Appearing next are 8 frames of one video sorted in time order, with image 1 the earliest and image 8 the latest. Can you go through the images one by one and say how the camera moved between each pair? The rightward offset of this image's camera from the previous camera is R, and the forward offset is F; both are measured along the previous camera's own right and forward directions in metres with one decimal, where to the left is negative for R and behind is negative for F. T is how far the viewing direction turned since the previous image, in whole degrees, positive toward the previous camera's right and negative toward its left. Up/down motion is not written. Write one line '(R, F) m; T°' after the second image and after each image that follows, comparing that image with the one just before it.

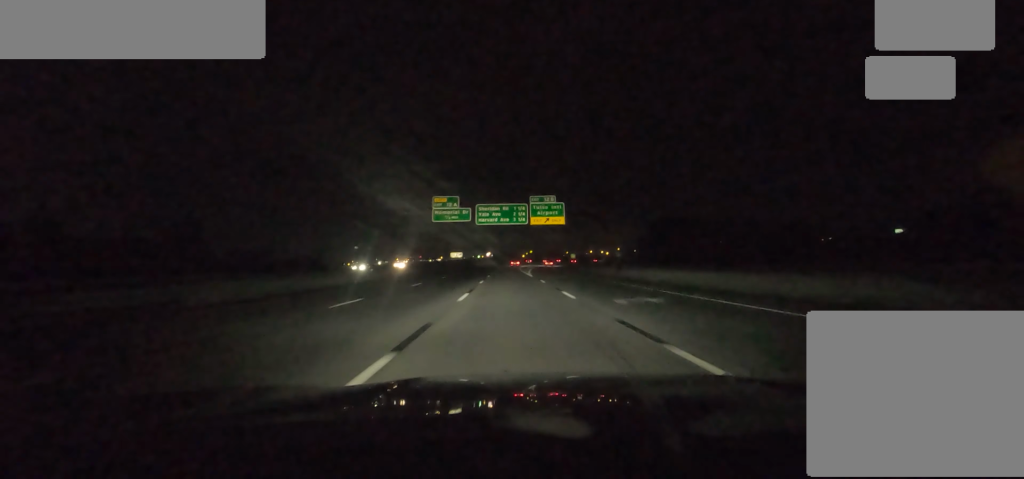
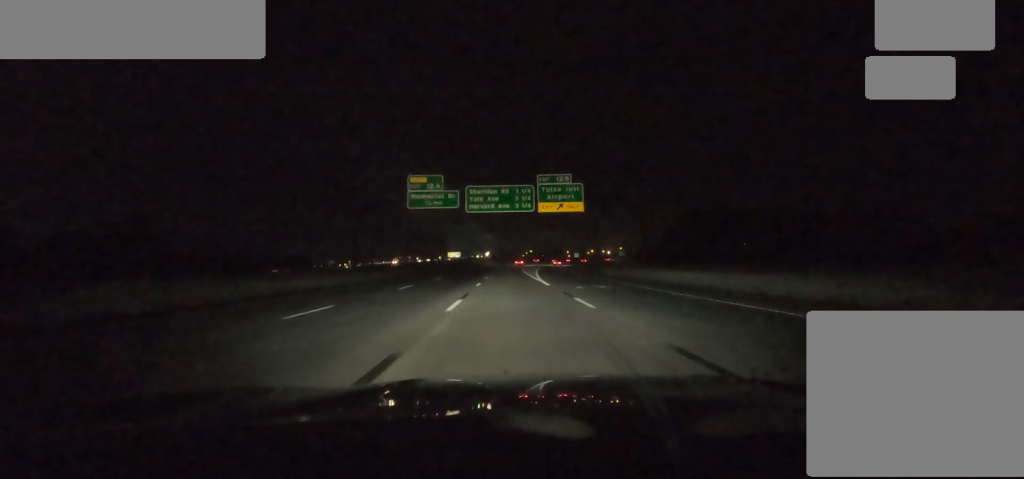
(0.0, +17.1) m; 0°
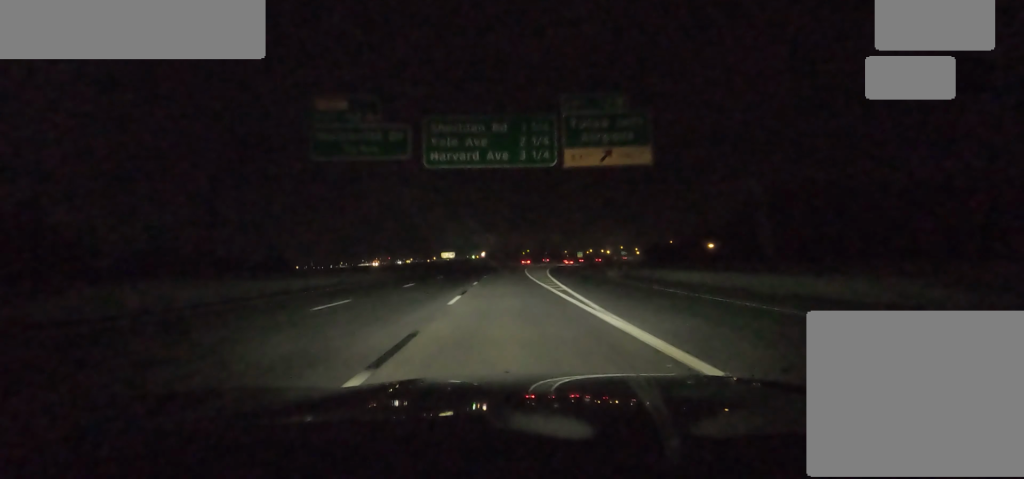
(0.0, +25.2) m; 0°
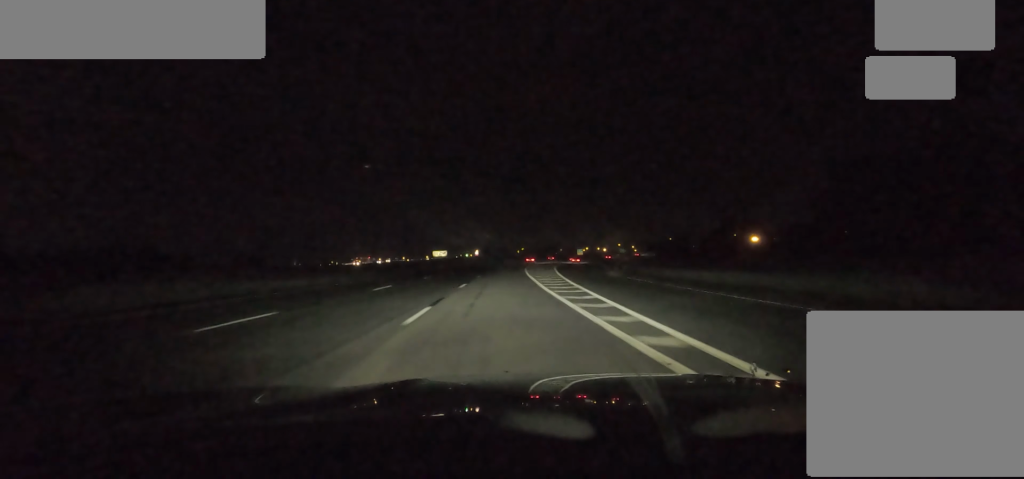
(0.0, +18.5) m; +3°
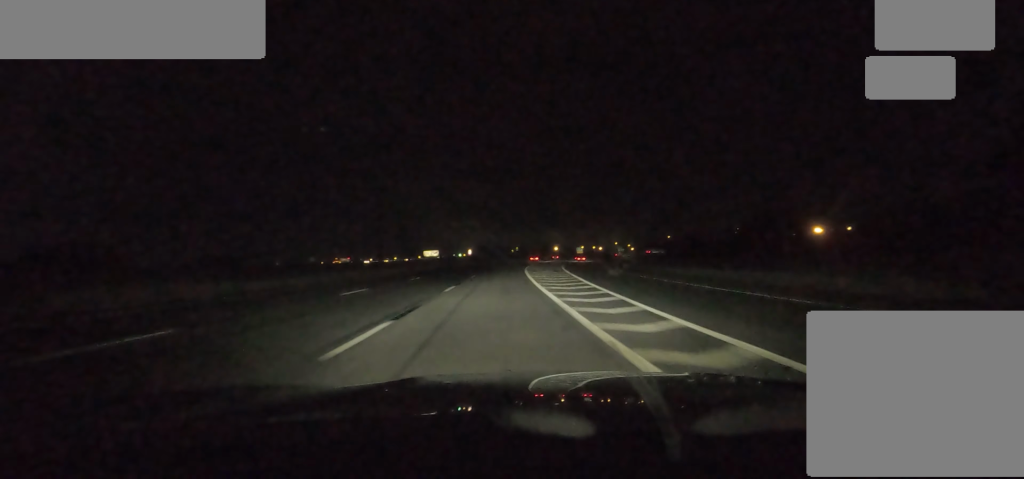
(+0.8, +16.8) m; +1°
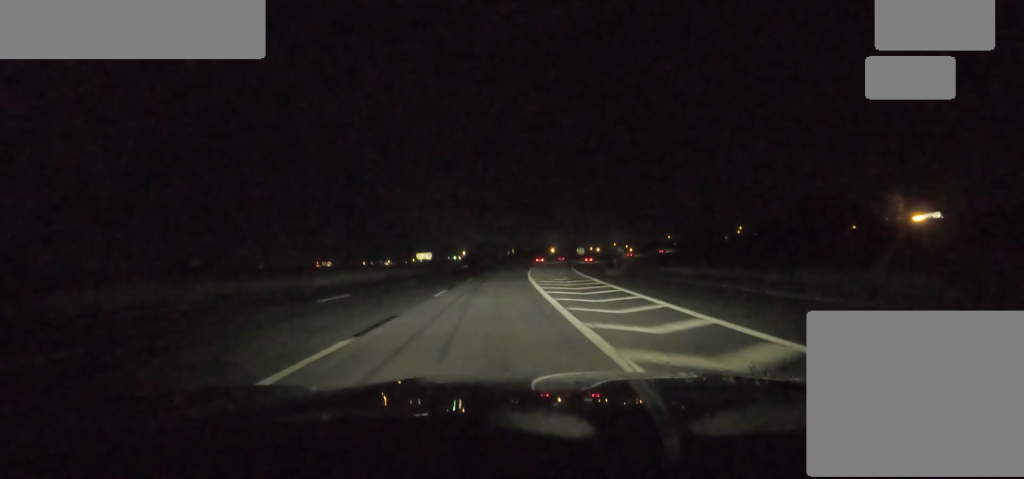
(+0.4, +14.9) m; 0°
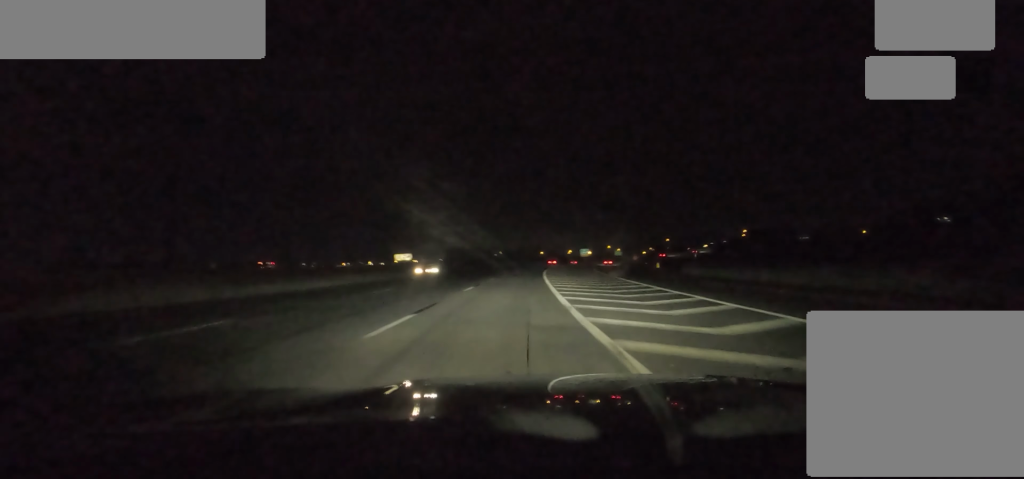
(0.0, +36.3) m; 0°
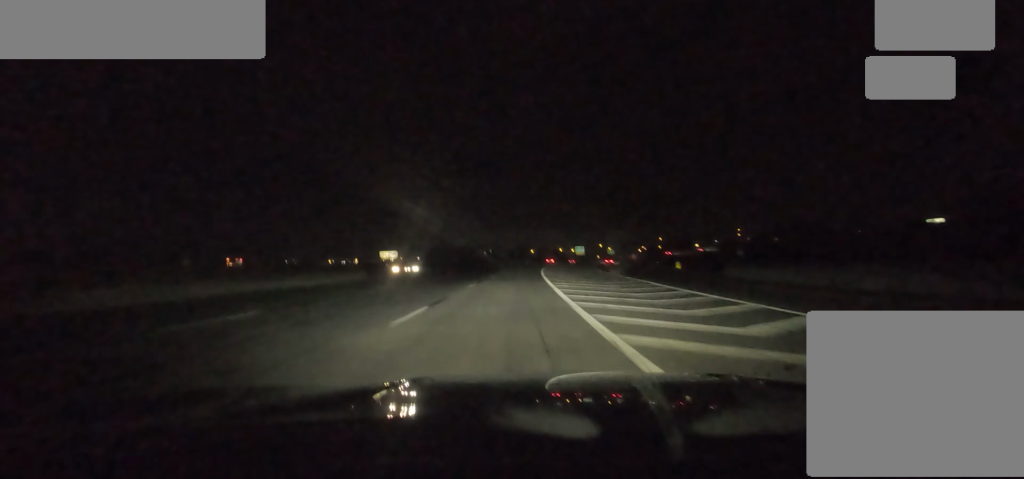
(-0.2, +11.9) m; 0°
